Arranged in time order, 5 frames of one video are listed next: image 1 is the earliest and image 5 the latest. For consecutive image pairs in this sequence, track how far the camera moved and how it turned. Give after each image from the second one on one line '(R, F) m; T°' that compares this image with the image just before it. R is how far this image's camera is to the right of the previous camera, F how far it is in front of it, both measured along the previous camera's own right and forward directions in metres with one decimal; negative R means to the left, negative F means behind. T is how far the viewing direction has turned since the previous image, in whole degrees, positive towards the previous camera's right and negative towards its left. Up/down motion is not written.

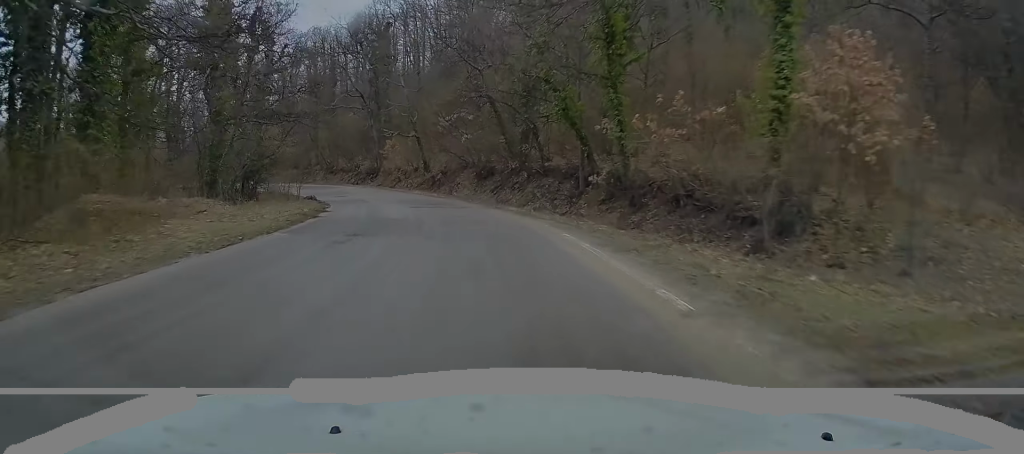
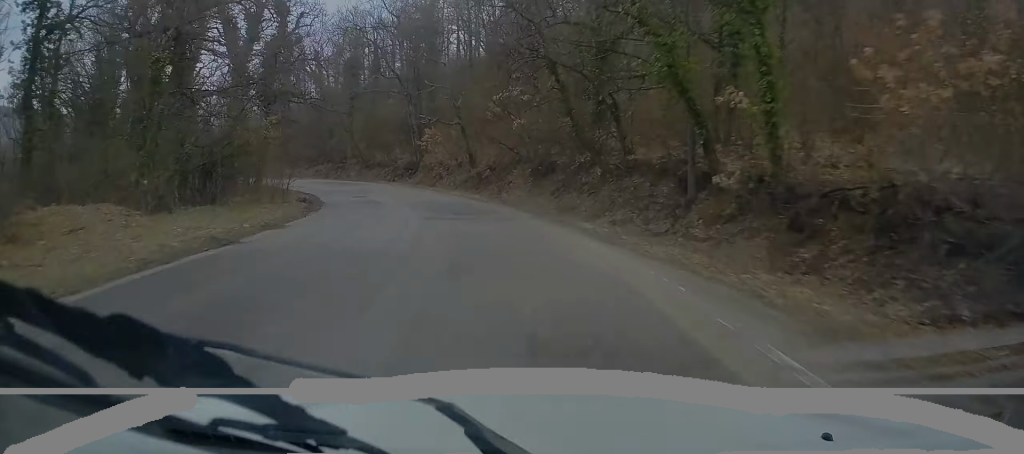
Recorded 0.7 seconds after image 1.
(-0.4, +9.3) m; -5°
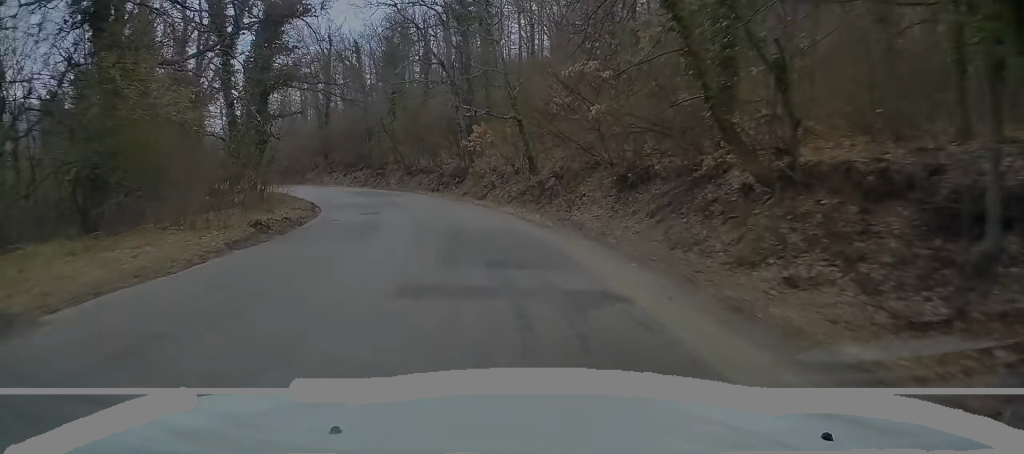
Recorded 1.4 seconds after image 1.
(-0.4, +10.2) m; -5°
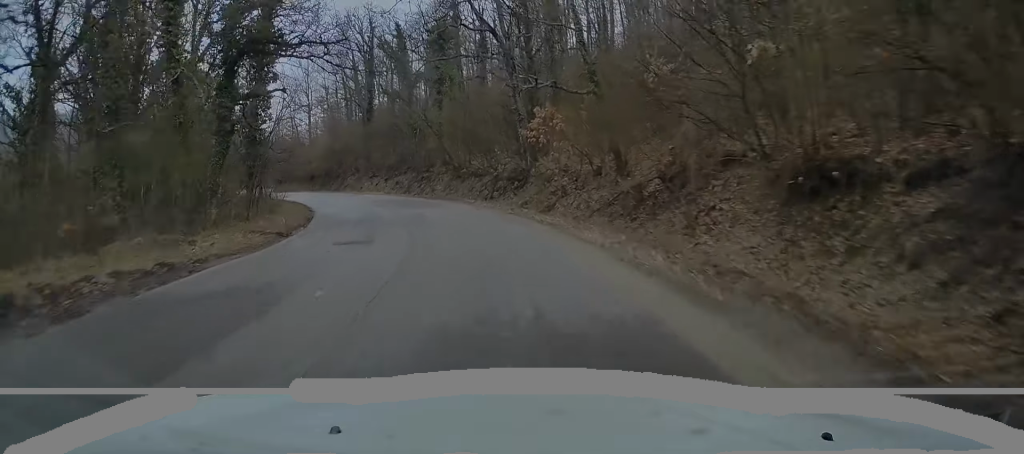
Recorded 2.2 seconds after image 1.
(-0.5, +10.3) m; -4°
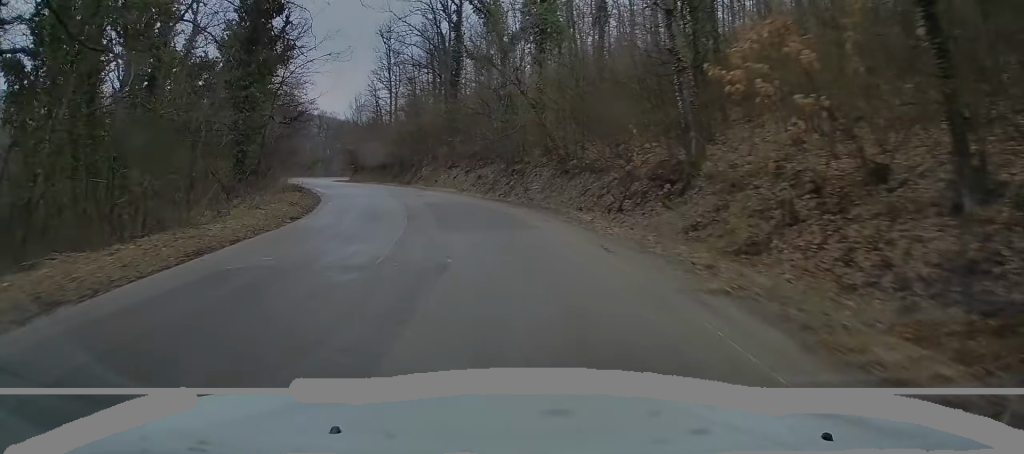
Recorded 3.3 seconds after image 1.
(-0.9, +15.5) m; -10°
